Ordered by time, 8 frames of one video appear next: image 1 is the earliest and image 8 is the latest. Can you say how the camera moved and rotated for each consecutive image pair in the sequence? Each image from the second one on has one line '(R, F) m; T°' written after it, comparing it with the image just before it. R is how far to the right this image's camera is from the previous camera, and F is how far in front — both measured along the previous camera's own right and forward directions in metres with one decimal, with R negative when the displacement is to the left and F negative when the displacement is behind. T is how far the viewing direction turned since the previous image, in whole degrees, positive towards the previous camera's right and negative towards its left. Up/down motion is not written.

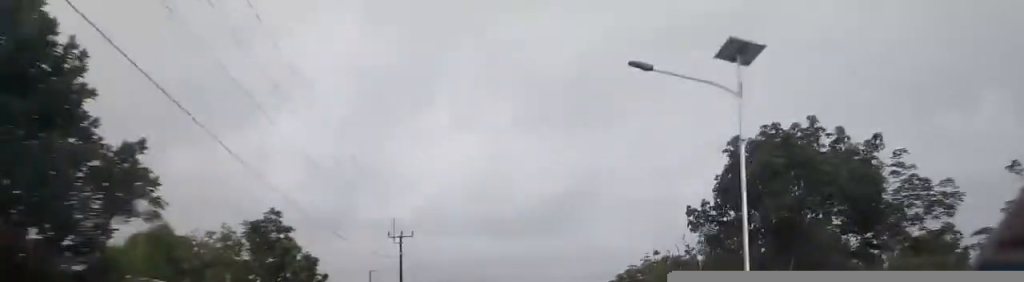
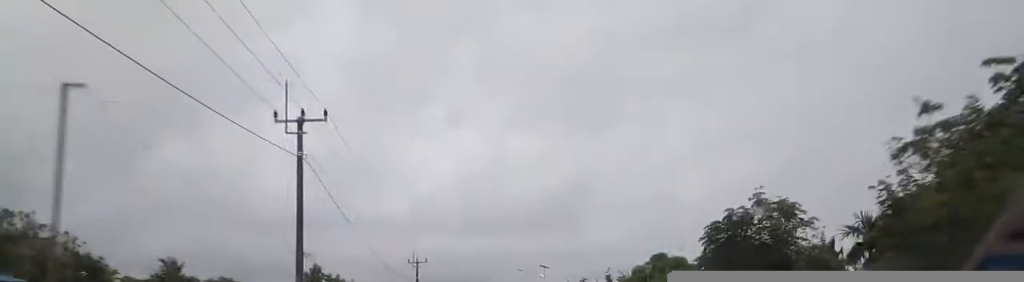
(+0.1, +27.1) m; 0°
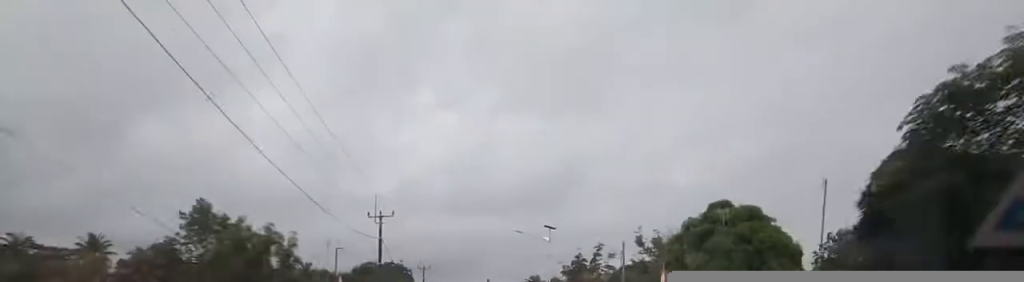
(-0.1, +19.2) m; -1°
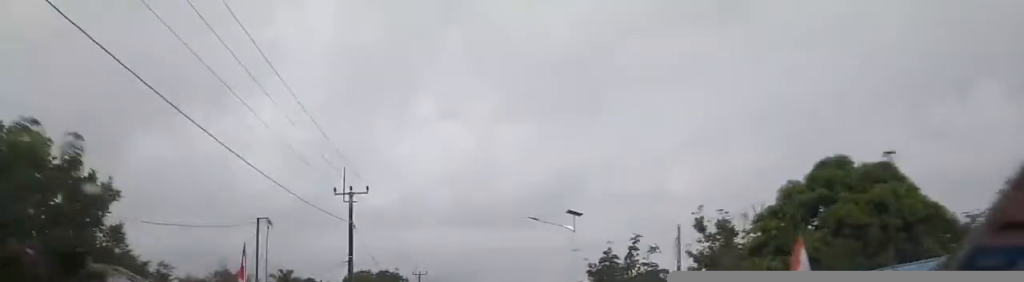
(-0.1, +14.7) m; 0°
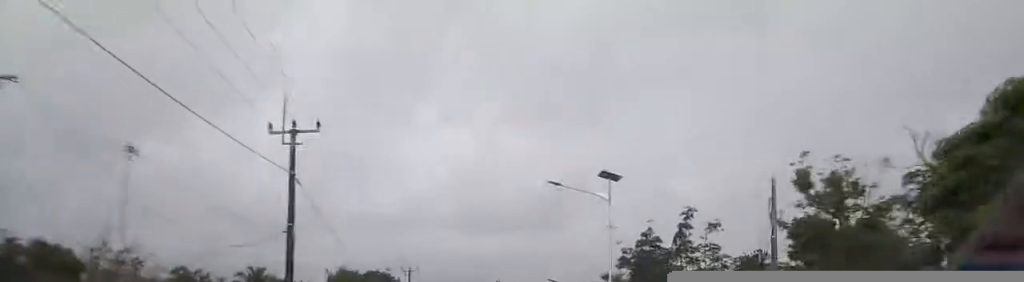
(-0.3, +13.1) m; +2°
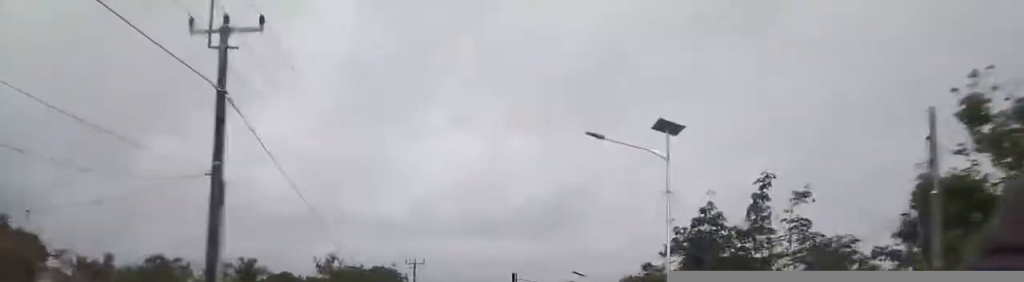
(+0.4, +8.7) m; +1°
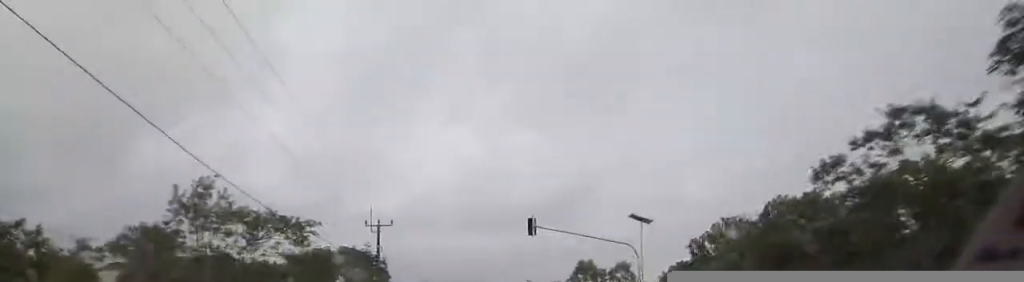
(+0.6, +21.4) m; +1°
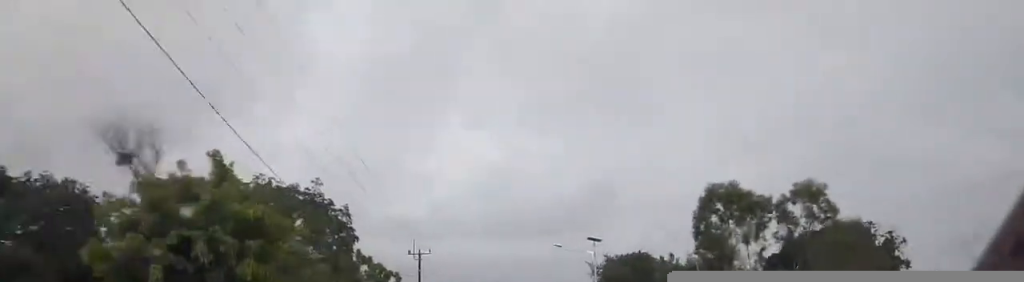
(-1.8, +40.5) m; -3°
